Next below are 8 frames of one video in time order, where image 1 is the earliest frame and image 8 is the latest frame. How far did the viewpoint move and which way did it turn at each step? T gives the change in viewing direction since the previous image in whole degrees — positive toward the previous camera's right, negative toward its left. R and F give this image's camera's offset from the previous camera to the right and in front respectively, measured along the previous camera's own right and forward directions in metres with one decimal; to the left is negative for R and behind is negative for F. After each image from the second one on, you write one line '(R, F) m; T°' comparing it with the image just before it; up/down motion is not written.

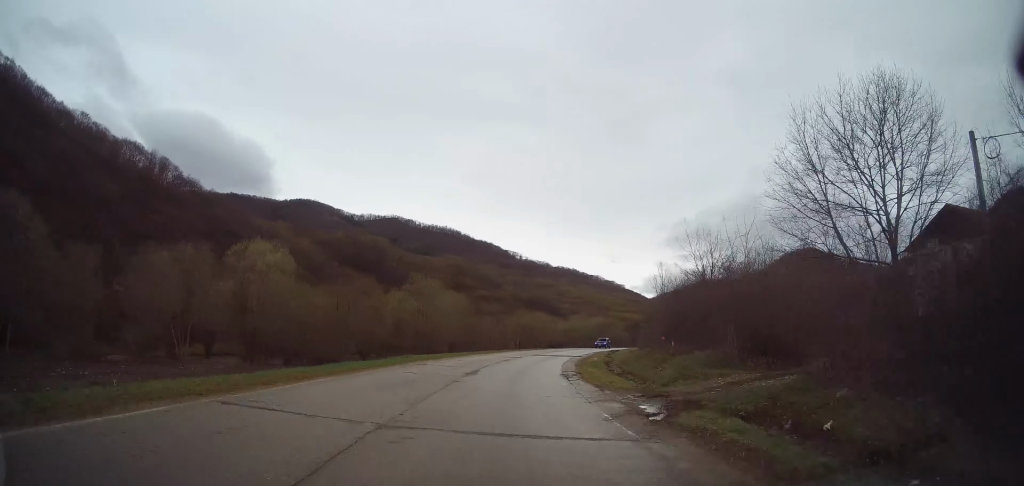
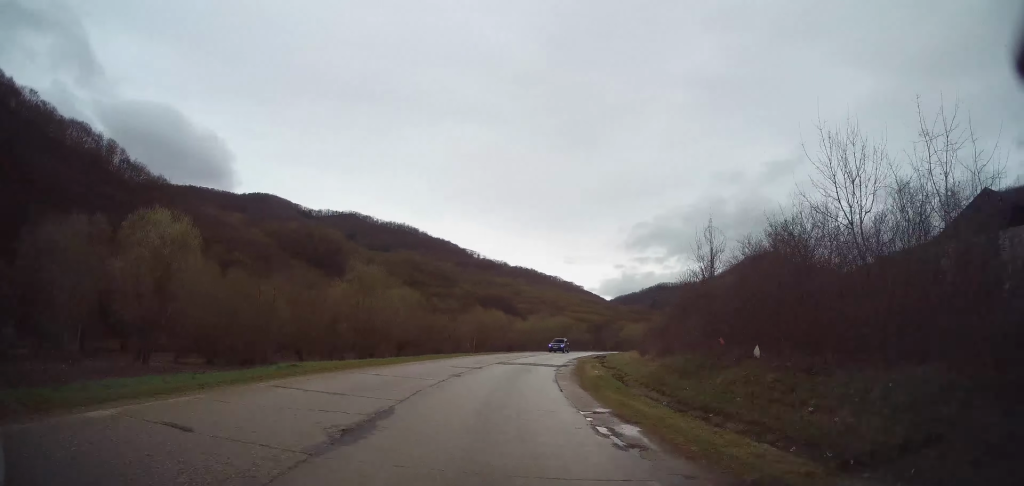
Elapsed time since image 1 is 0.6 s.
(+0.4, +12.1) m; +5°
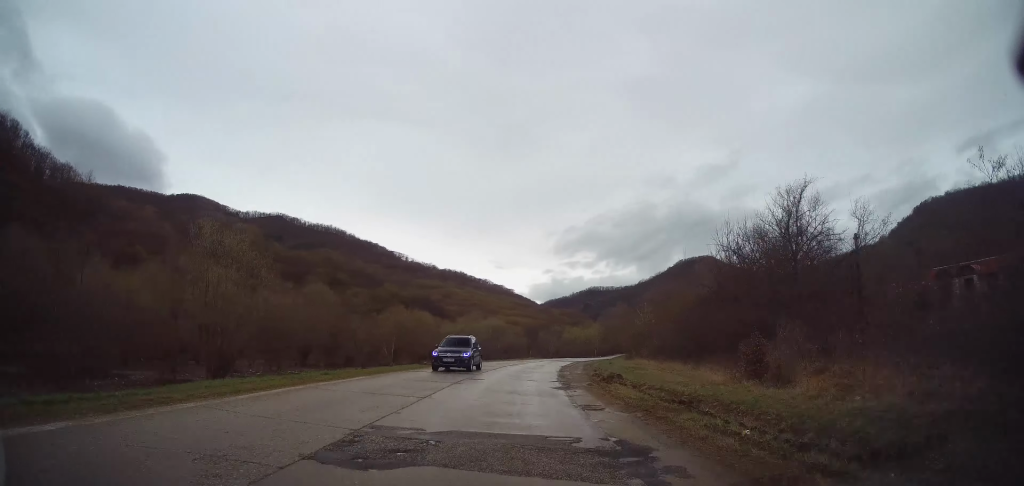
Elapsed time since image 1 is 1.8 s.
(+1.5, +21.8) m; +7°
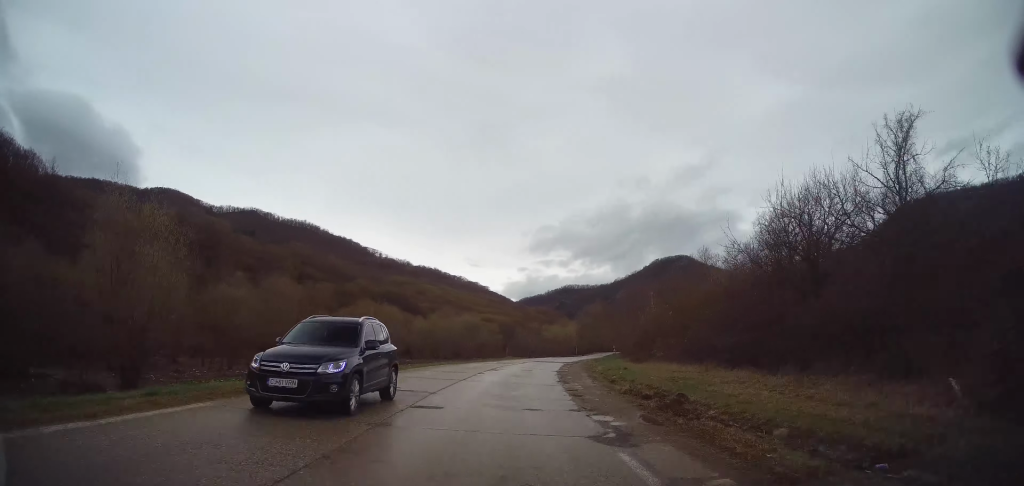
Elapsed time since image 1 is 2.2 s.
(0.0, +9.1) m; +3°
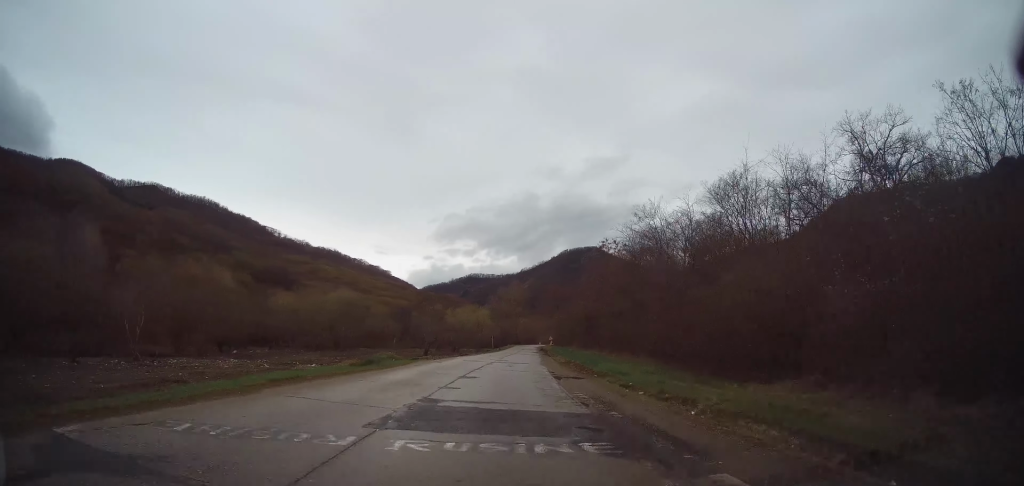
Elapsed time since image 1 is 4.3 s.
(+4.6, +39.9) m; +11°
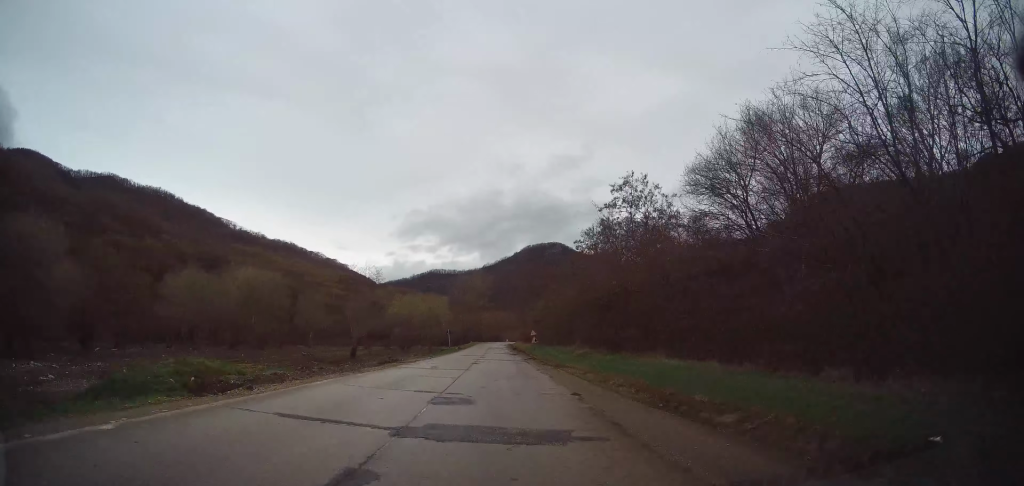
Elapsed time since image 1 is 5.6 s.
(+1.0, +27.3) m; +4°
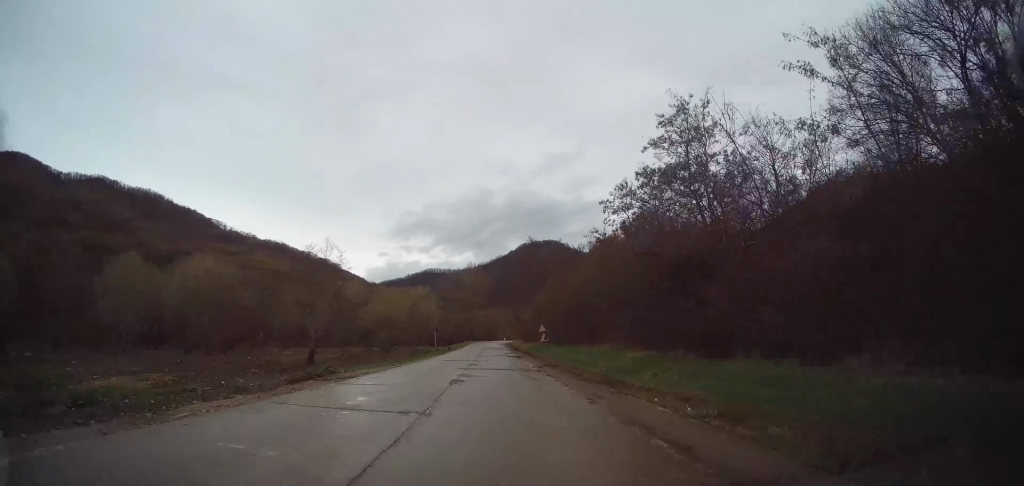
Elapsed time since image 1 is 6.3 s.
(+0.4, +14.0) m; +1°
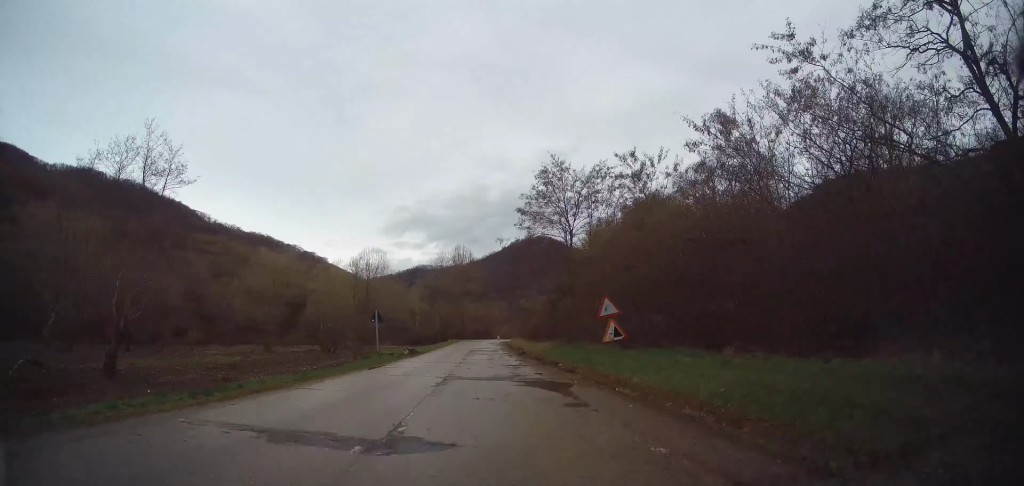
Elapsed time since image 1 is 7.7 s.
(+0.1, +27.2) m; 0°
